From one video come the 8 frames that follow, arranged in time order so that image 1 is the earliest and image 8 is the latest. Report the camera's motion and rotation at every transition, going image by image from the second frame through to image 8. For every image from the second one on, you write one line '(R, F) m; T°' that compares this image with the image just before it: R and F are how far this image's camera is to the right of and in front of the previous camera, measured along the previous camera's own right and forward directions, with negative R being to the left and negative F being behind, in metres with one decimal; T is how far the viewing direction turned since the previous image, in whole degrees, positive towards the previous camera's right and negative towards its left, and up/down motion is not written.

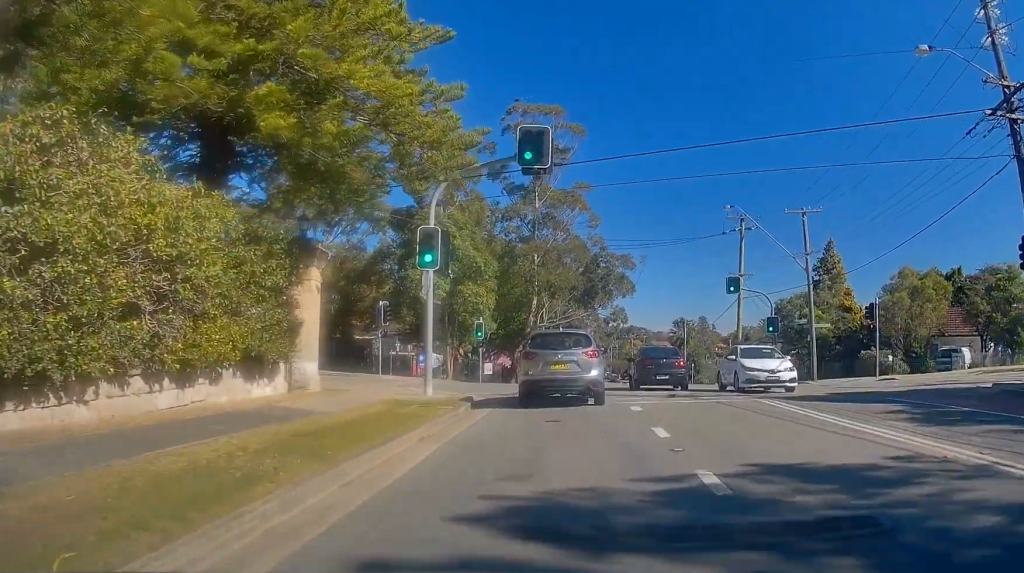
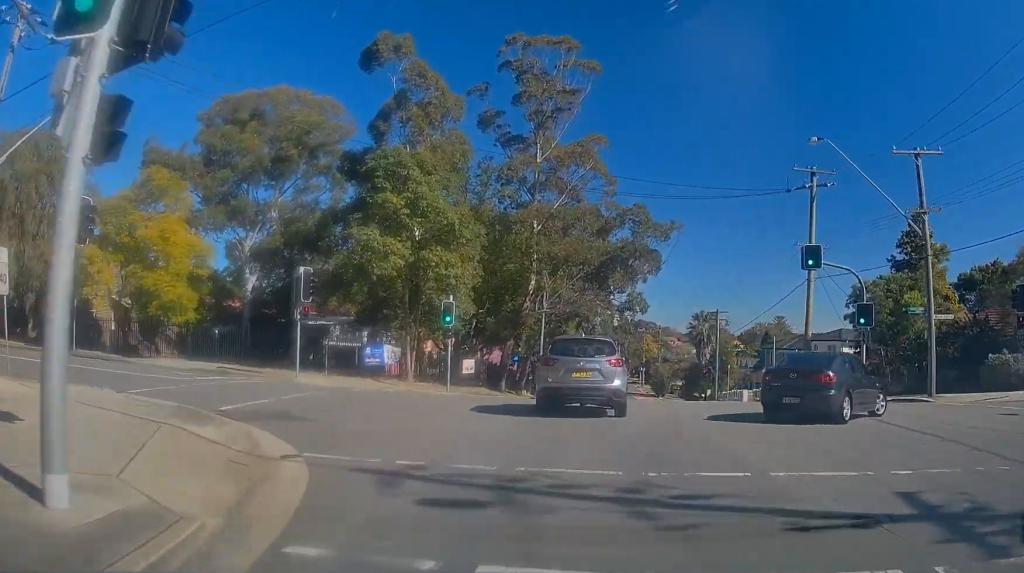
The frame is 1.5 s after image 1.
(+0.1, +14.4) m; 0°
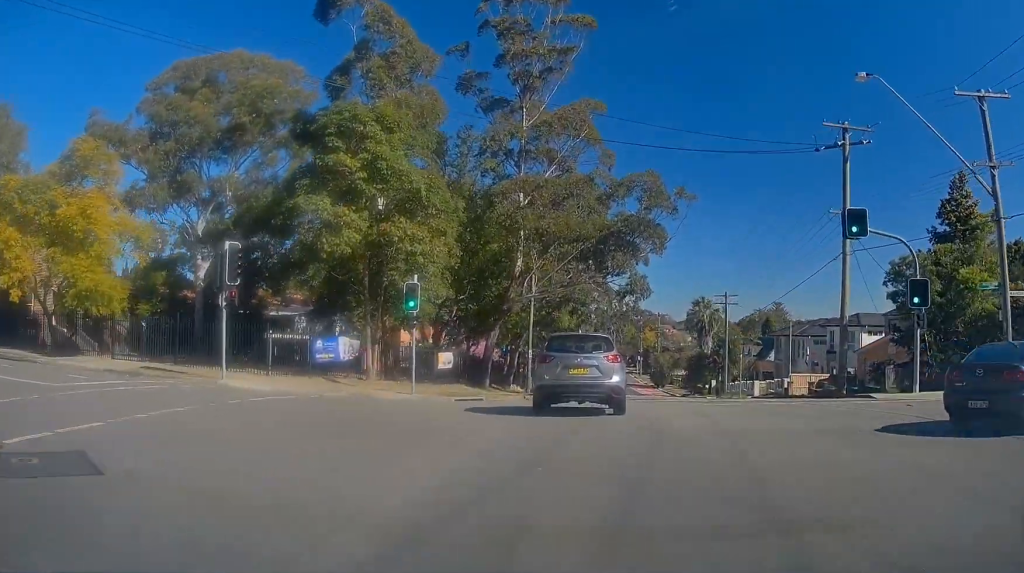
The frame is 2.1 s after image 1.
(-0.1, +6.3) m; -1°
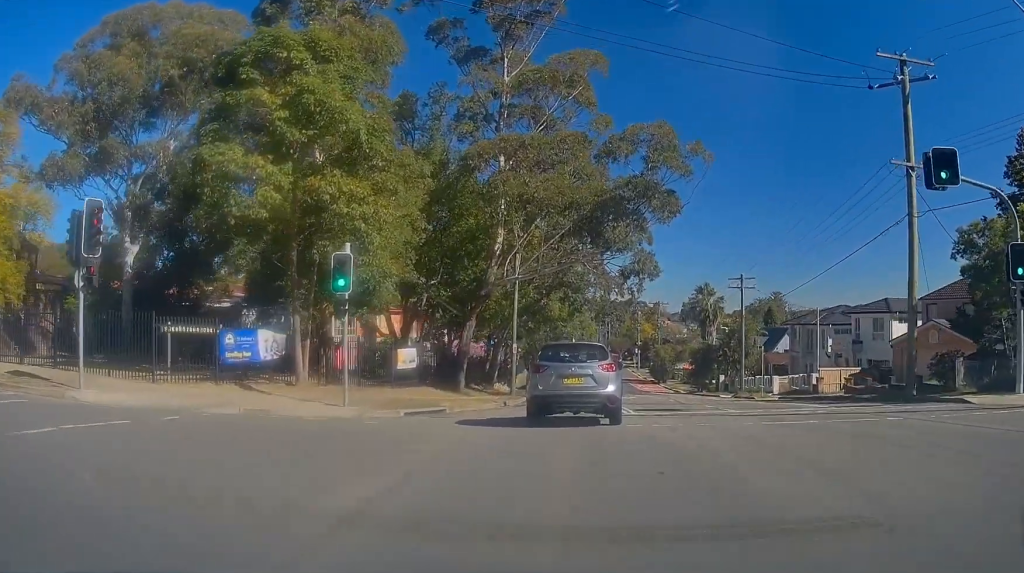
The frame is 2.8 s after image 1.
(0.0, +7.5) m; 0°
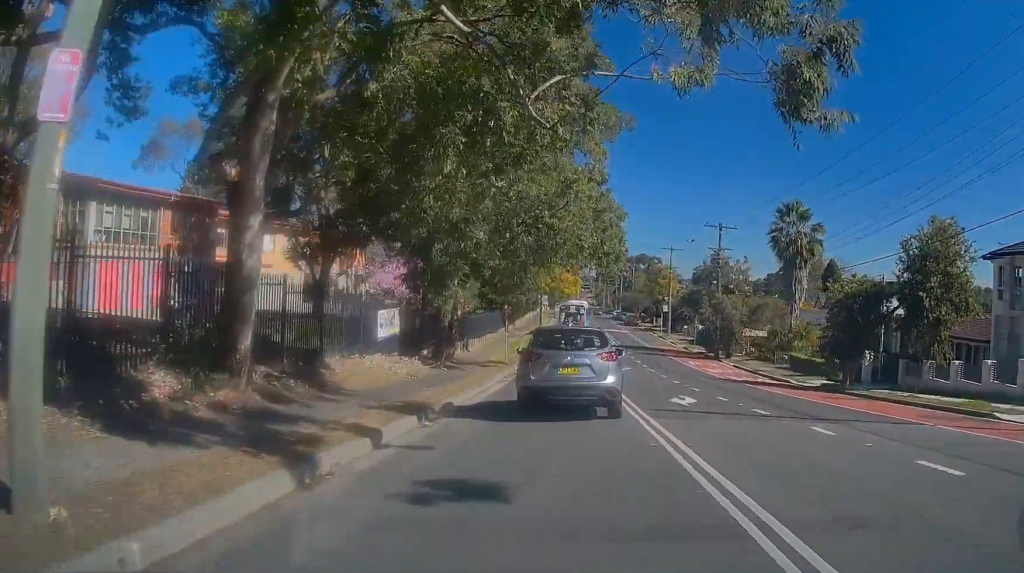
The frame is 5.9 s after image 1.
(+0.4, +35.2) m; +1°
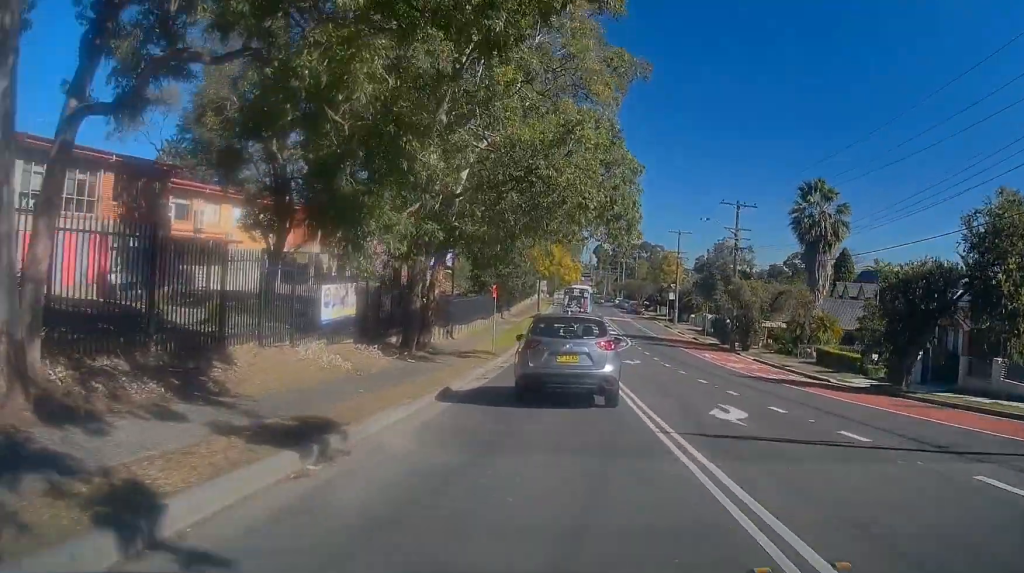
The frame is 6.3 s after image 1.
(0.0, +5.4) m; 0°
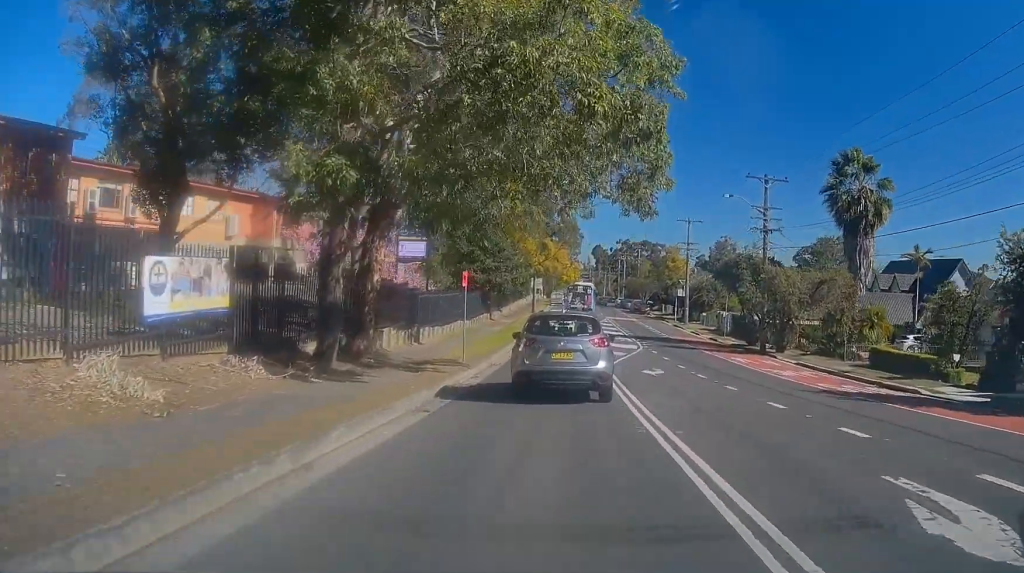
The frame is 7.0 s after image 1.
(-0.1, +8.0) m; 0°
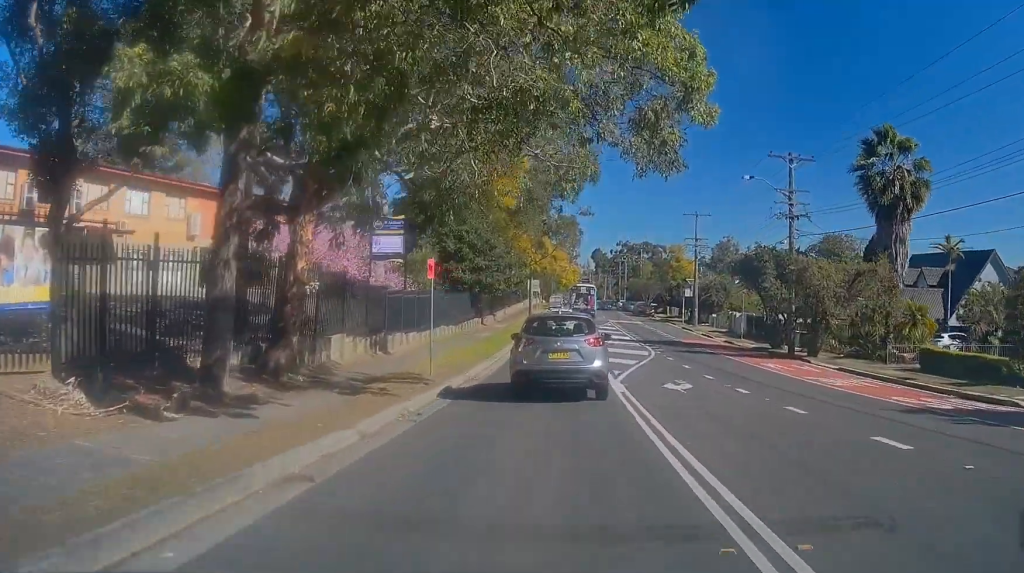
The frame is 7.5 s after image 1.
(0.0, +5.2) m; 0°
